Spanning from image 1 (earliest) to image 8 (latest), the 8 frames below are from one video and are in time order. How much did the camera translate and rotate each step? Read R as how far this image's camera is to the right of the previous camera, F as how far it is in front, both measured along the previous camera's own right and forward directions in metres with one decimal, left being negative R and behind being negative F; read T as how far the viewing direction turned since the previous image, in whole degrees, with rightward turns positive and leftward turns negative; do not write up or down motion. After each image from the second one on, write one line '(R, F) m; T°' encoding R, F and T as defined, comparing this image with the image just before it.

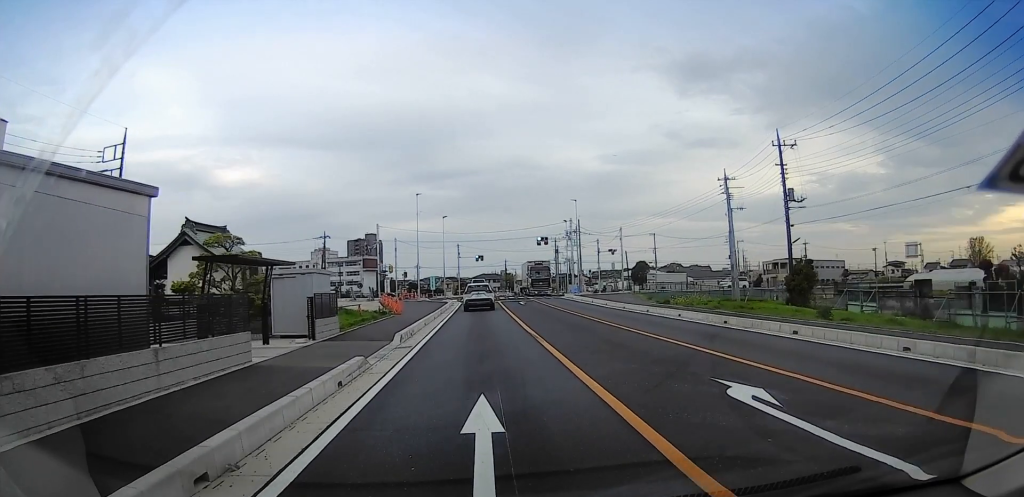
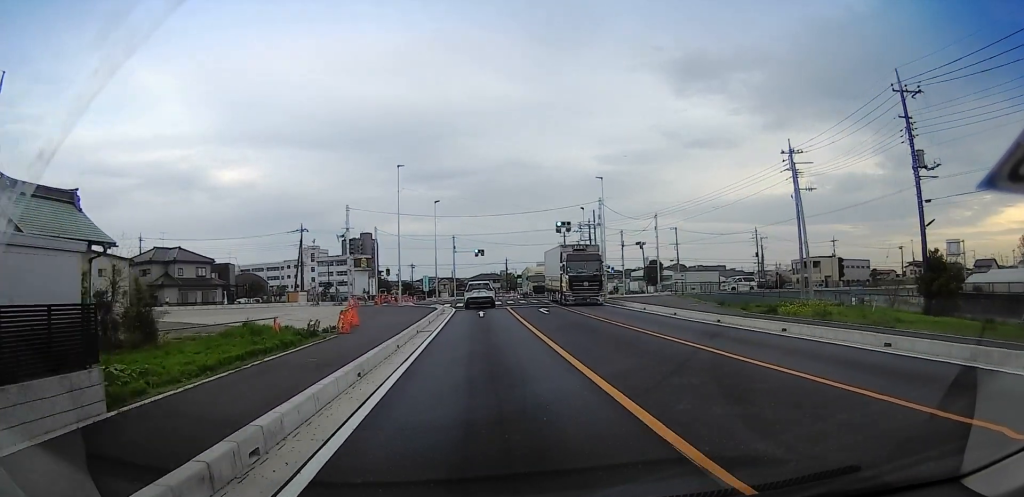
(0.0, +12.1) m; +2°
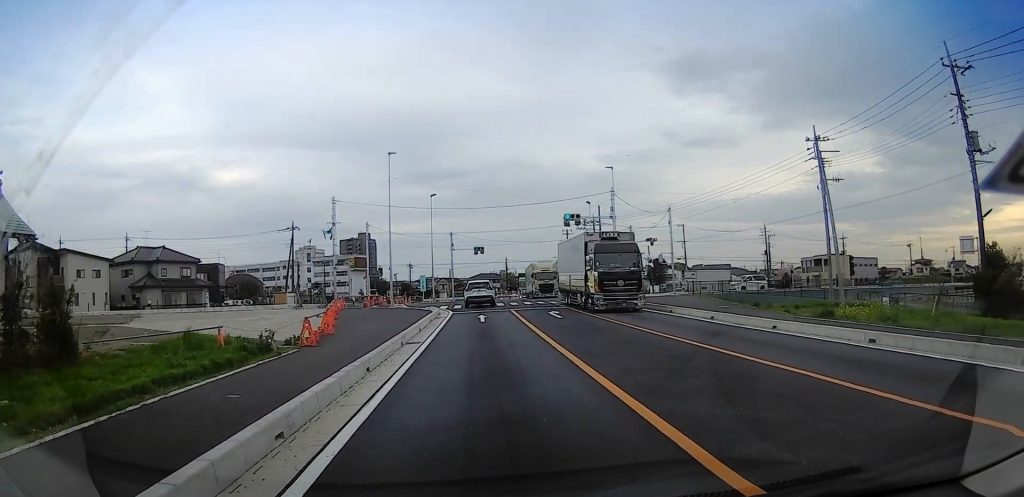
(+0.2, +4.1) m; +4°
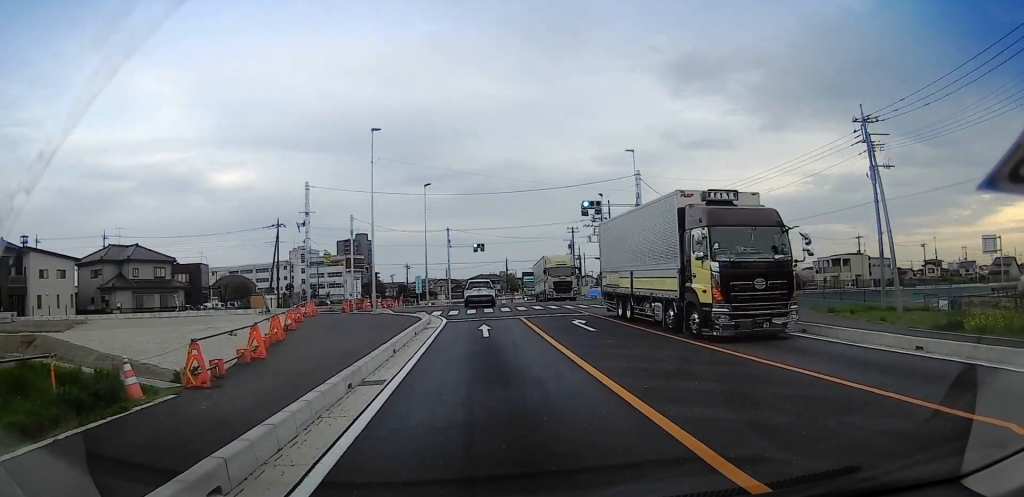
(+0.3, +6.4) m; +2°
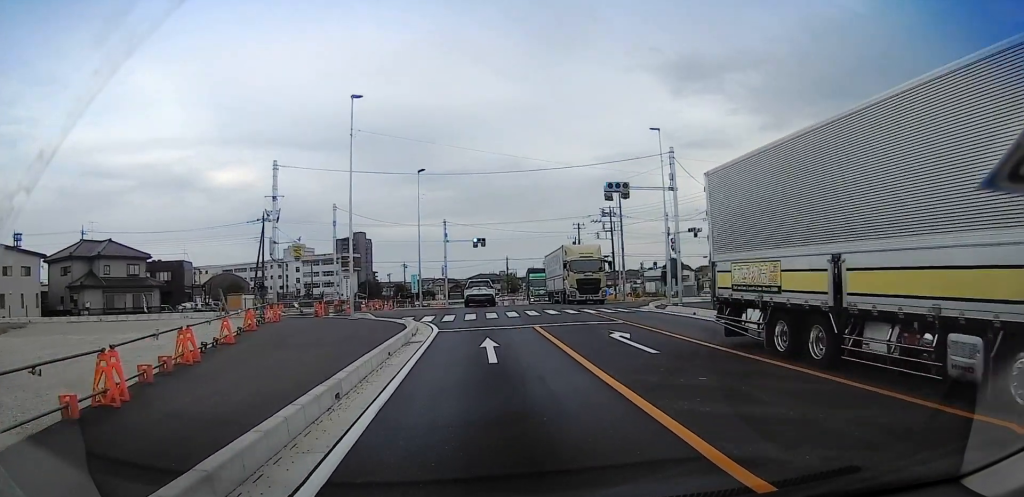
(+0.3, +6.0) m; -2°
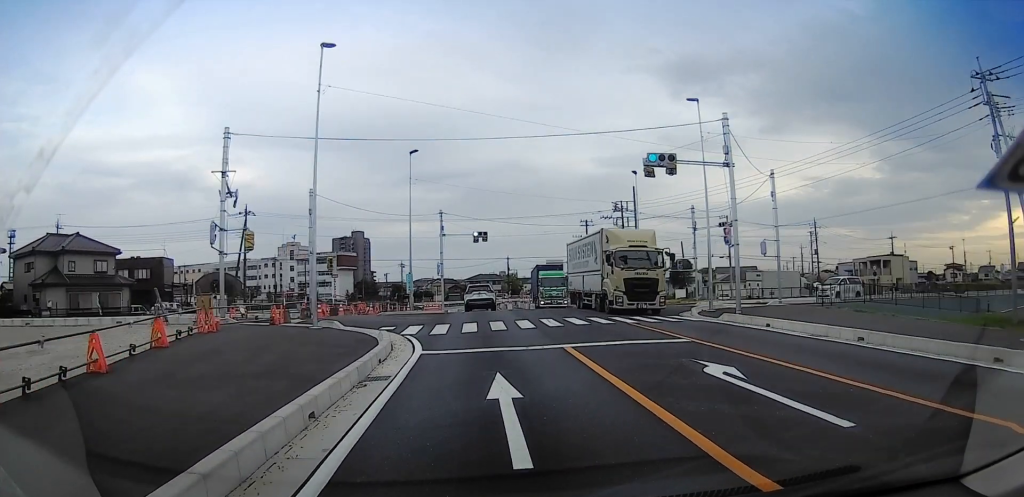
(-0.7, +6.7) m; -5°
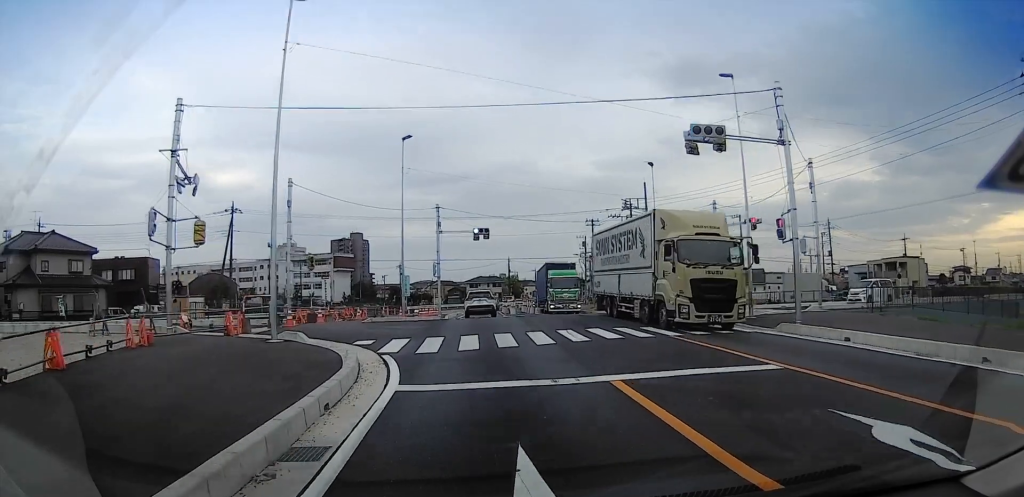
(-0.1, +4.8) m; +1°
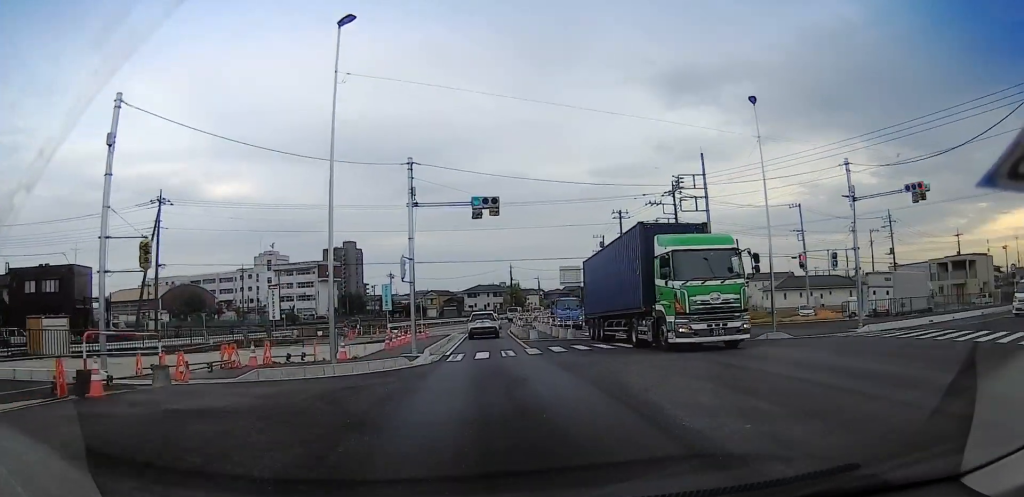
(+1.2, +17.1) m; +6°
